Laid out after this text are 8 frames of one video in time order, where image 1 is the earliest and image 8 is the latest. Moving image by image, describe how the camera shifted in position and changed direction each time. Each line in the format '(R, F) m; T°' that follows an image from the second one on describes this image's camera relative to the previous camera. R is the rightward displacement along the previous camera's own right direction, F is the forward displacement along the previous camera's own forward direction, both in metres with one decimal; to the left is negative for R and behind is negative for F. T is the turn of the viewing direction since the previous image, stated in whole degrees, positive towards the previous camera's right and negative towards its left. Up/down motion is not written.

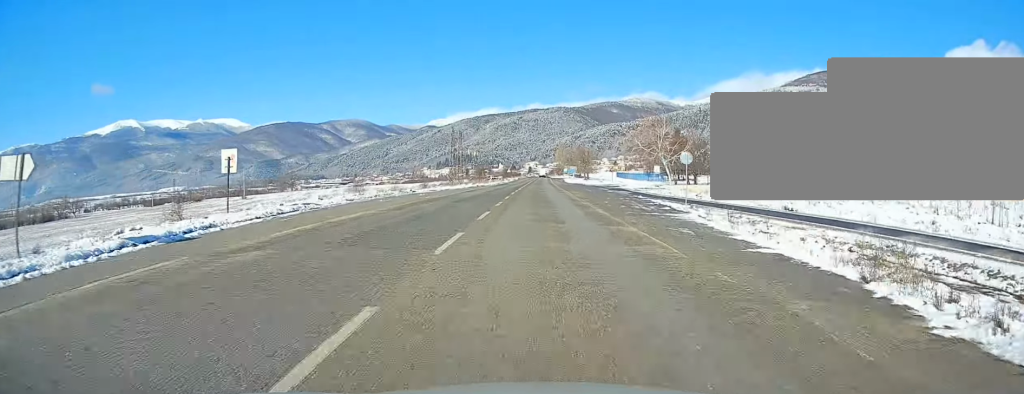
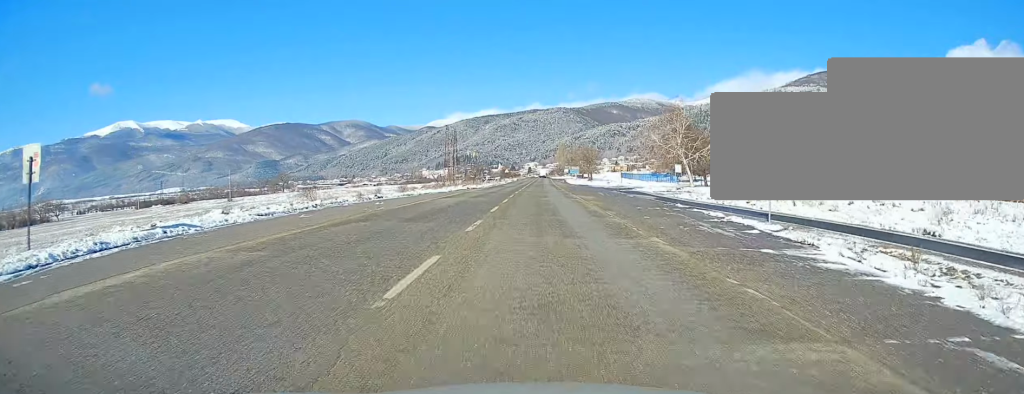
(0.0, +11.2) m; 0°
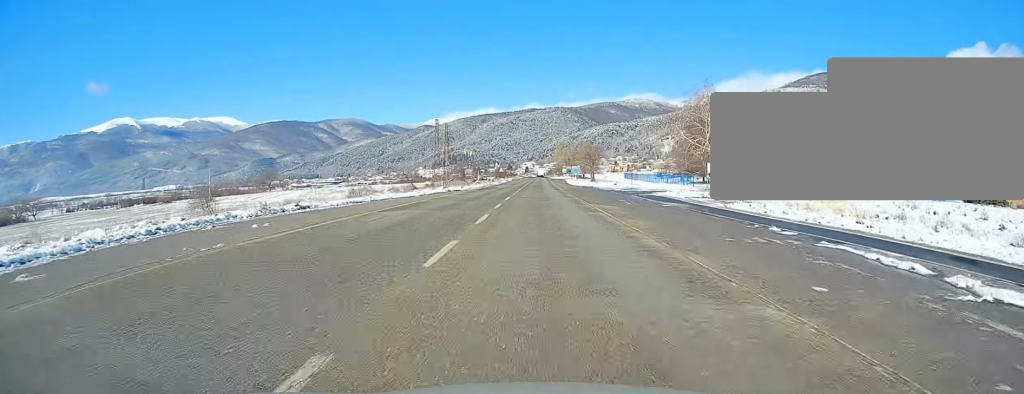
(-0.1, +12.8) m; 0°
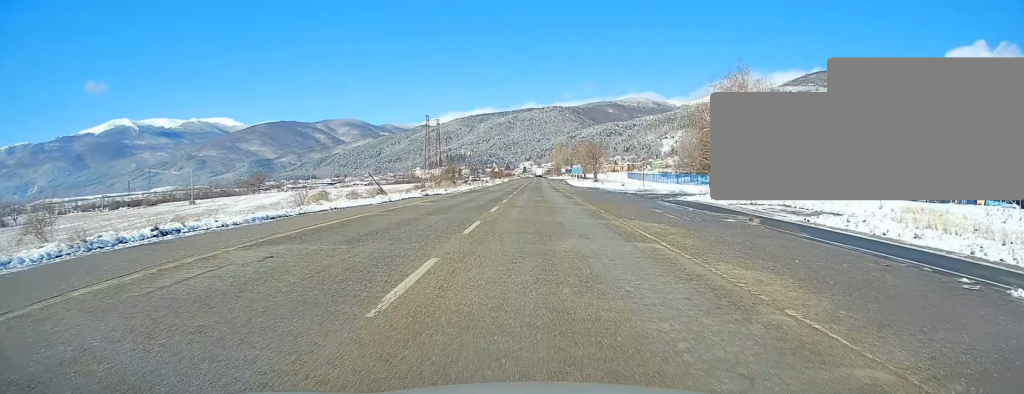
(0.0, +10.4) m; 0°
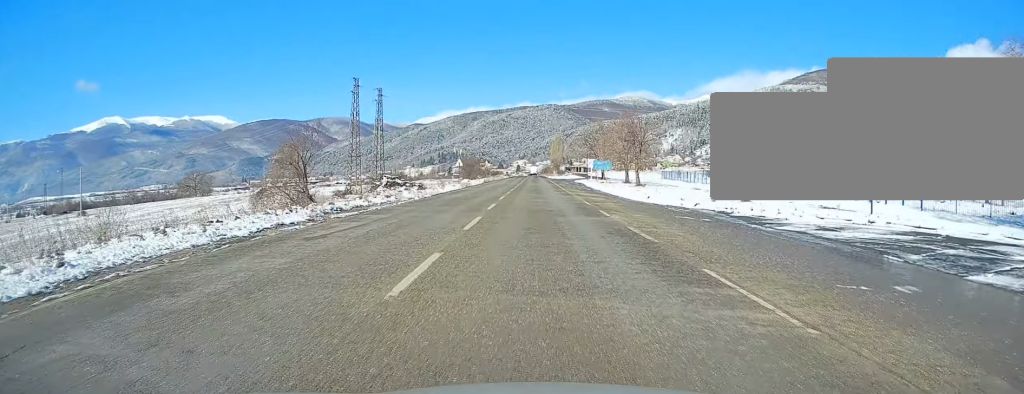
(+0.9, +53.1) m; +1°
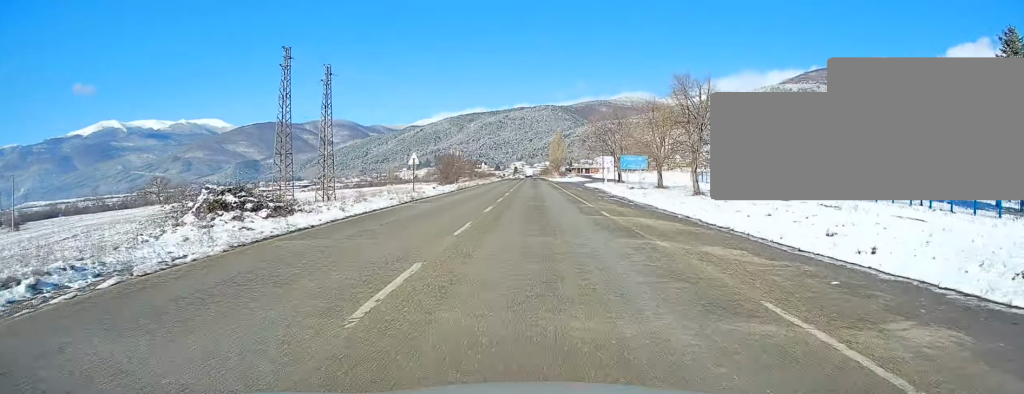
(-0.1, +24.1) m; 0°
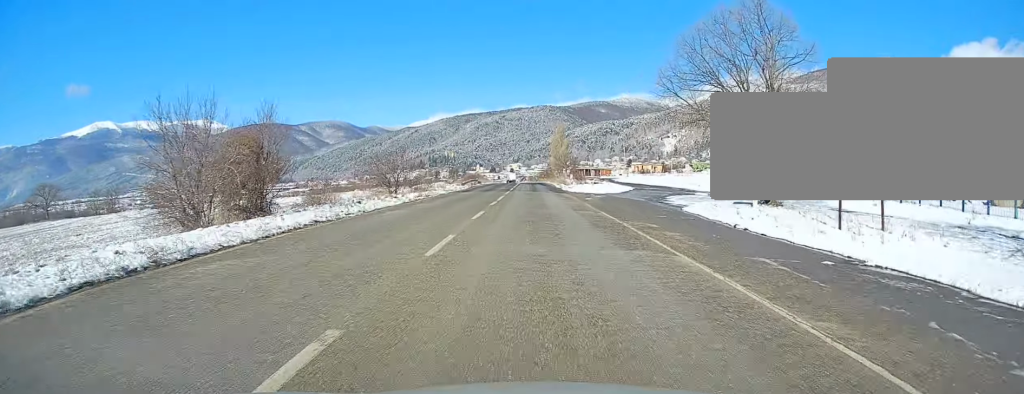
(-0.1, +56.7) m; 0°
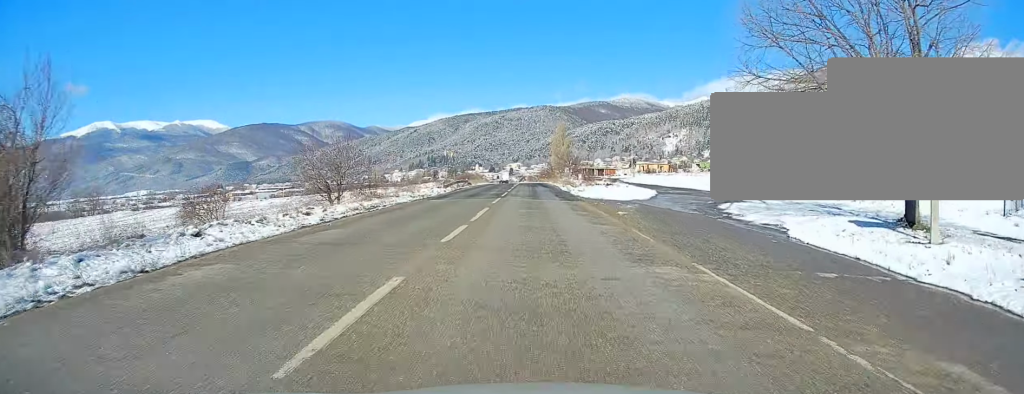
(0.0, +12.9) m; 0°
